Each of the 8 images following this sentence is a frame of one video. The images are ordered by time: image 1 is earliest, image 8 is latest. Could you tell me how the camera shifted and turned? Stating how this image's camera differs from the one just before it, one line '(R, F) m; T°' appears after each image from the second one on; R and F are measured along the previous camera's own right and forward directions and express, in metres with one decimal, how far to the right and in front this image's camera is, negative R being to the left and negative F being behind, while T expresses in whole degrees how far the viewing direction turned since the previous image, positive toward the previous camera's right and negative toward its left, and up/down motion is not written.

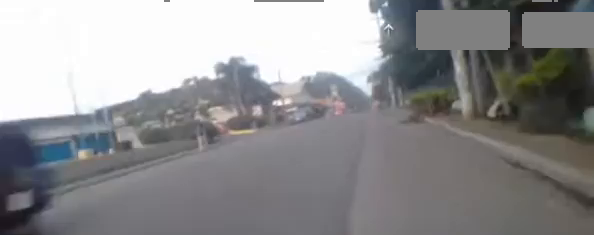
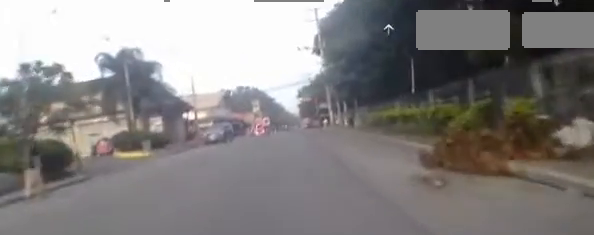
(+0.3, +9.0) m; +7°
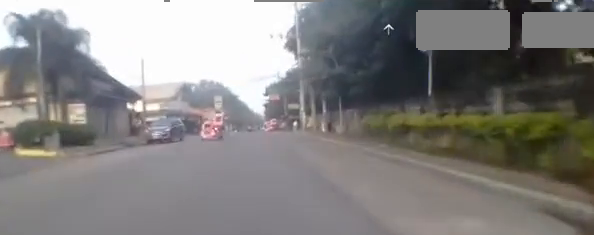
(+0.5, +5.4) m; +5°
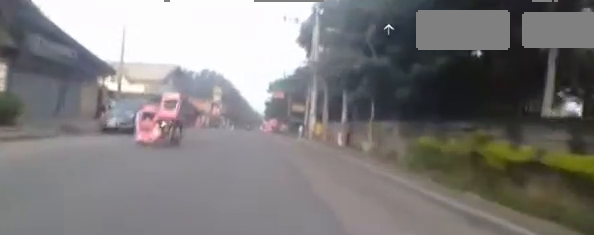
(+0.2, +5.2) m; +1°
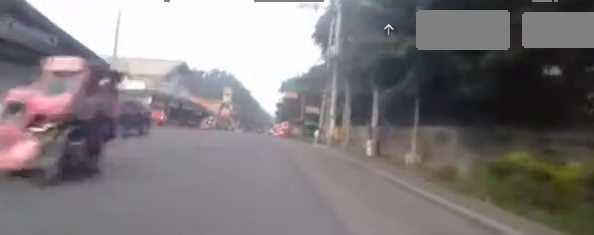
(+0.1, +3.7) m; -2°
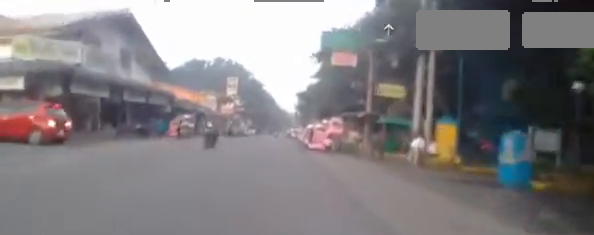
(-0.4, +20.2) m; -3°
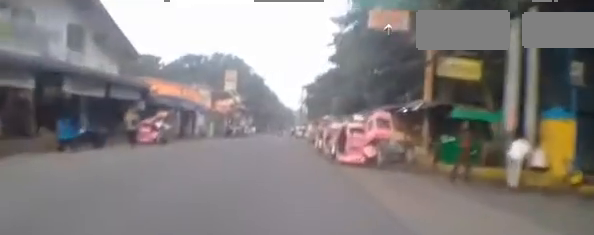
(-0.5, +6.5) m; -1°
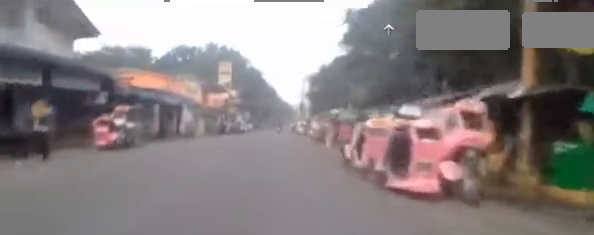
(0.0, +5.1) m; -1°
